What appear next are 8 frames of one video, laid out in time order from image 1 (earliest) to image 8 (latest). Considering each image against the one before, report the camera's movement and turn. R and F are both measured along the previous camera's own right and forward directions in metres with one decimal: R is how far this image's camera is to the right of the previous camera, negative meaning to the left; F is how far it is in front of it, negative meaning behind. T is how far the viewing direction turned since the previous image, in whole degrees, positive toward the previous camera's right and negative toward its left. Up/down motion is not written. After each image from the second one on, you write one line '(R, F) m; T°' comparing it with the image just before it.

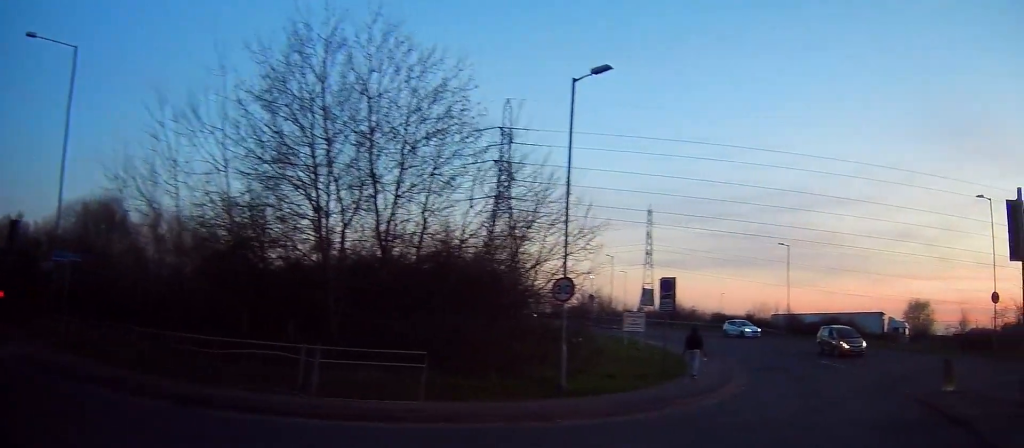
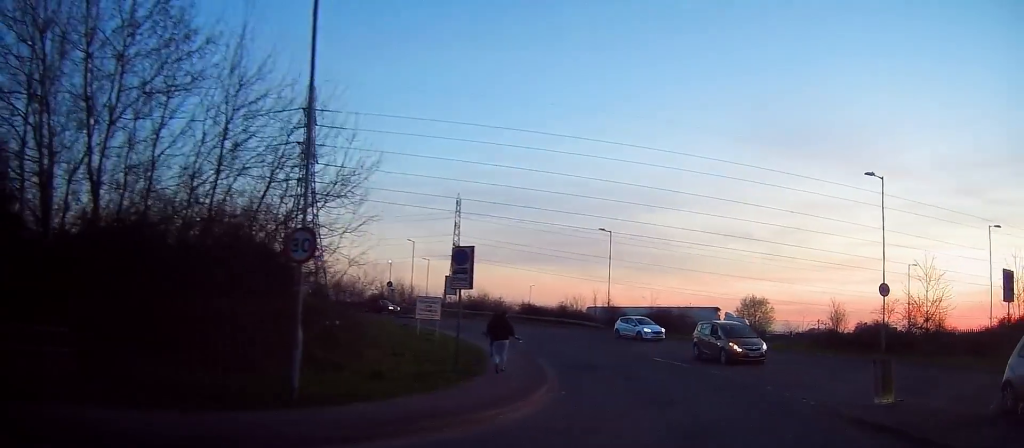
(+0.8, +5.4) m; +10°
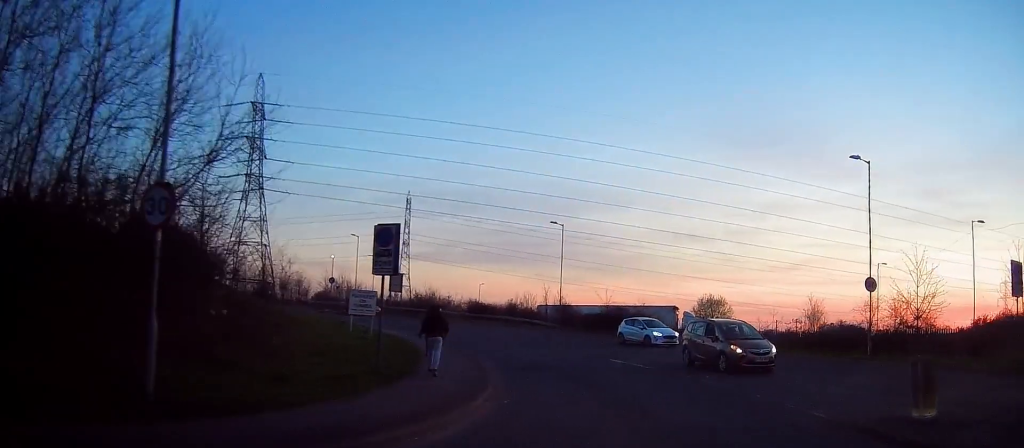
(+0.2, +3.0) m; +4°
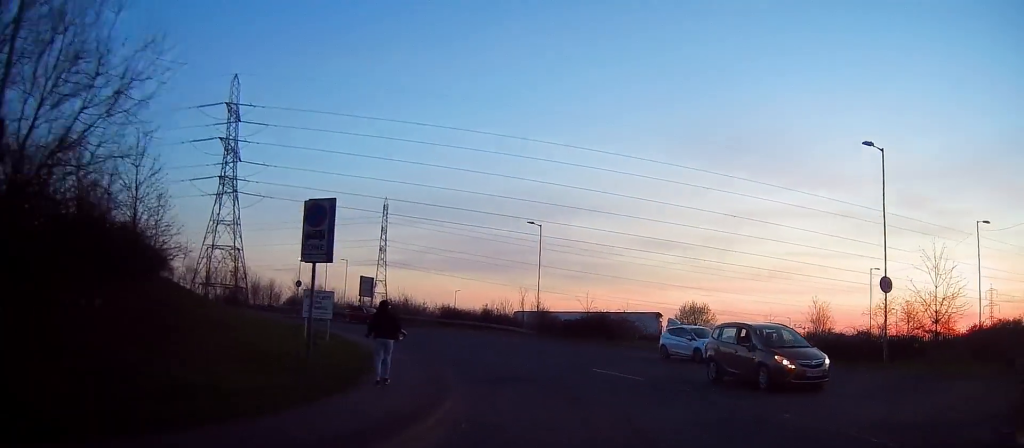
(+0.1, +3.2) m; +1°
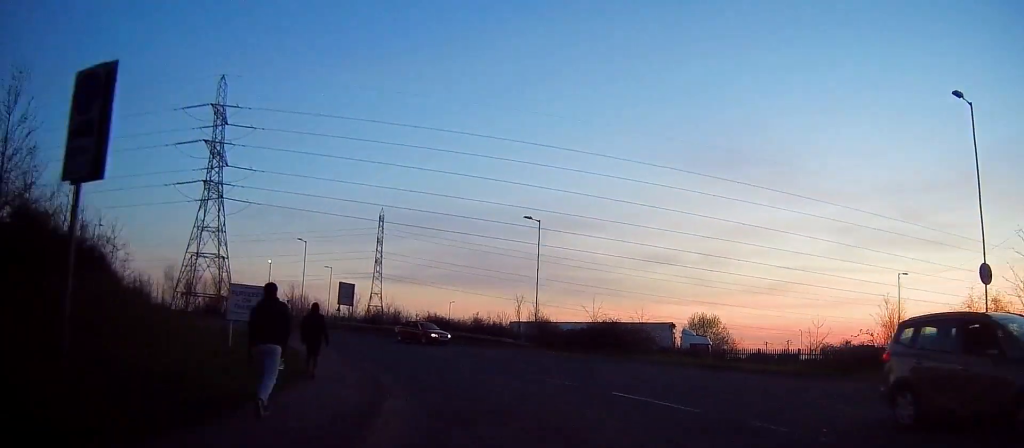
(+0.1, +6.7) m; +1°
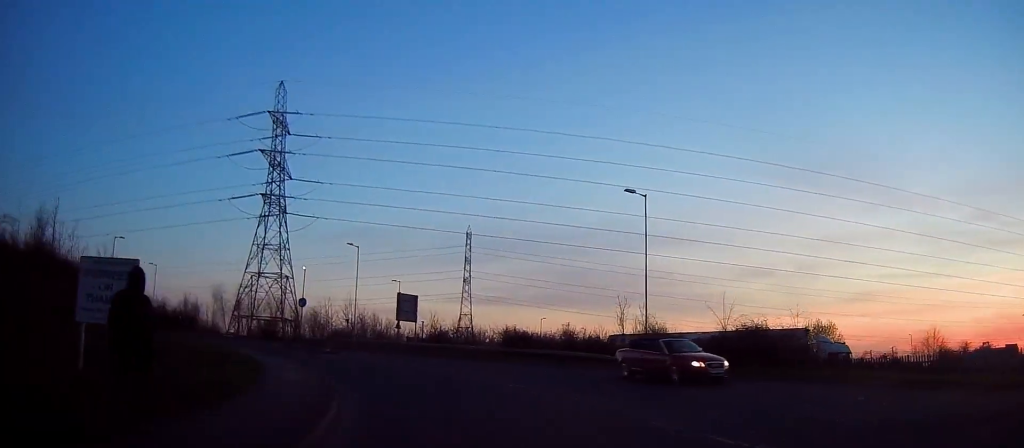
(0.0, +10.9) m; -5°
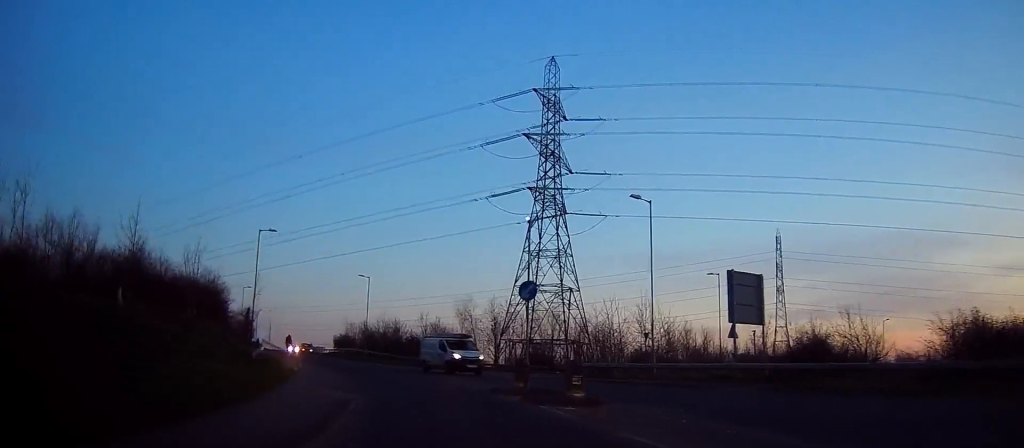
(-5.7, +21.6) m; -29°
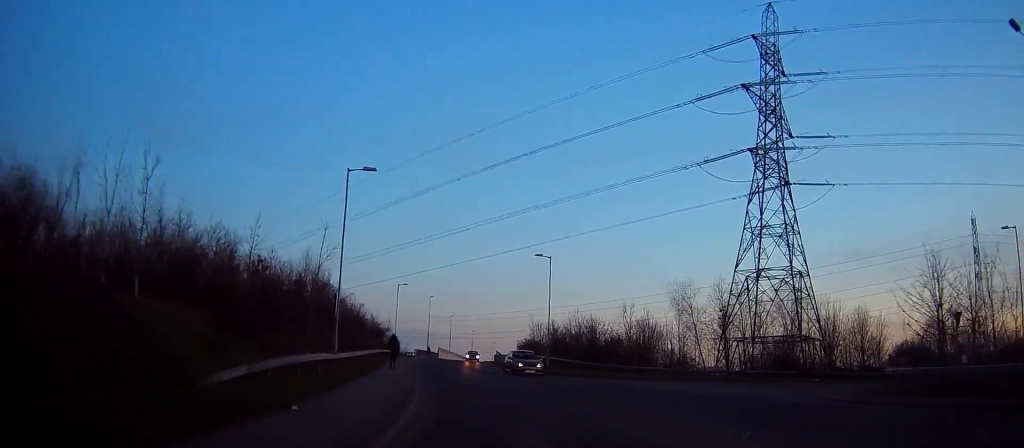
(-2.6, +17.2) m; -16°
